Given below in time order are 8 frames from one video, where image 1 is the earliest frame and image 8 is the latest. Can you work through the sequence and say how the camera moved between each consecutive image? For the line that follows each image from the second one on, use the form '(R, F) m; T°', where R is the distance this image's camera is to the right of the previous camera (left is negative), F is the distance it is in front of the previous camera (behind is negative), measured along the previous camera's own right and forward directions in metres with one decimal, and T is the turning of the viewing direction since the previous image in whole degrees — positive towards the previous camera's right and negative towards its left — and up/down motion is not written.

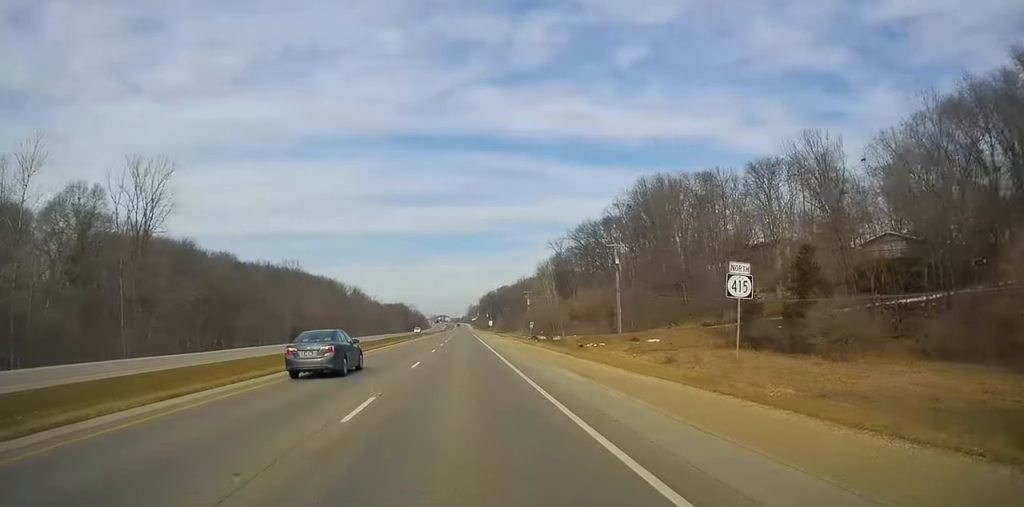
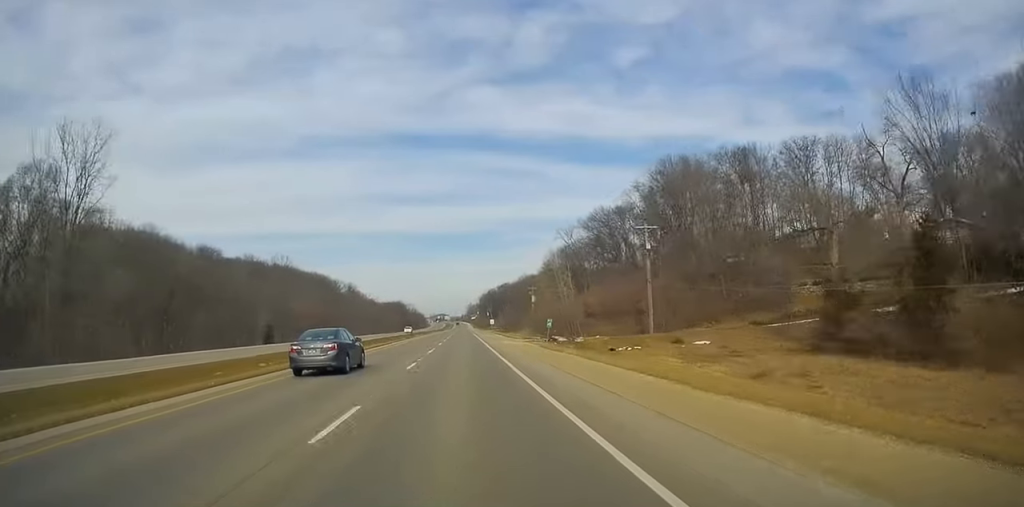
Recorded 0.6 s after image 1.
(0.0, +13.5) m; +1°
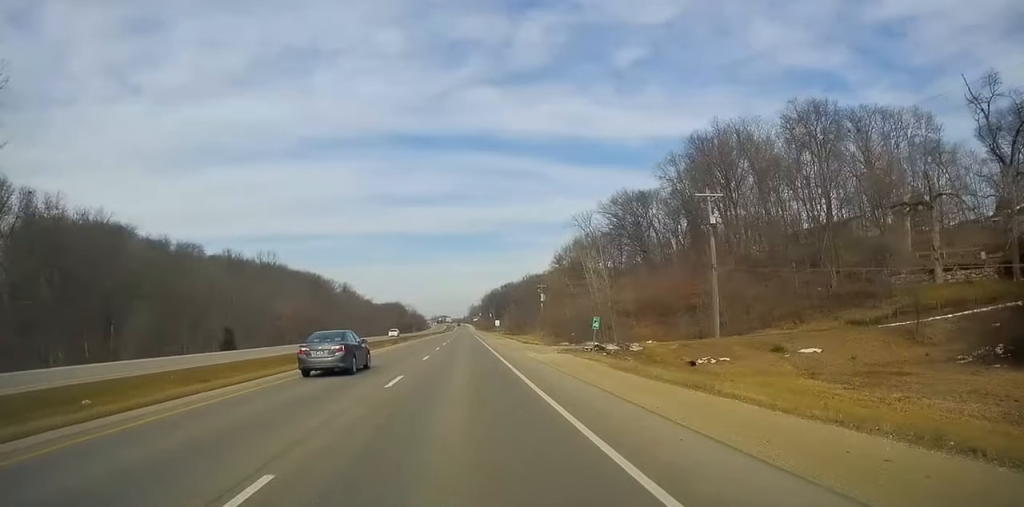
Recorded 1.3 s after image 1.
(+0.5, +17.2) m; +1°
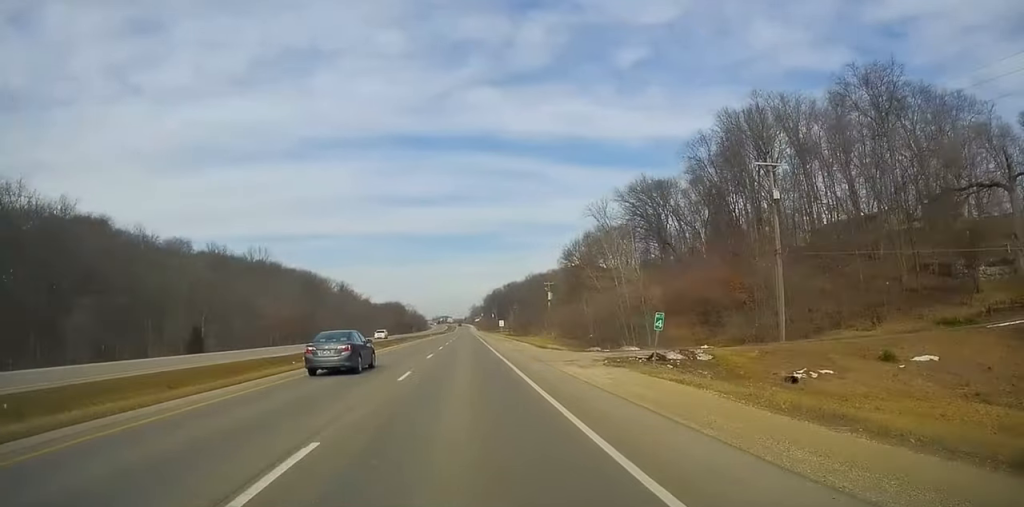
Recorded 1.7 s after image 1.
(-0.2, +10.6) m; -1°
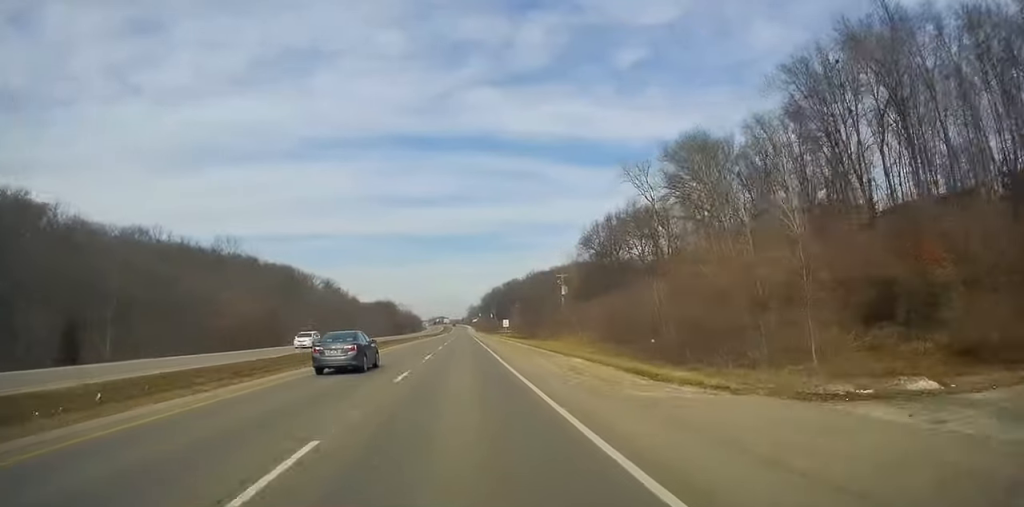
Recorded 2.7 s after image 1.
(-0.4, +24.3) m; -1°
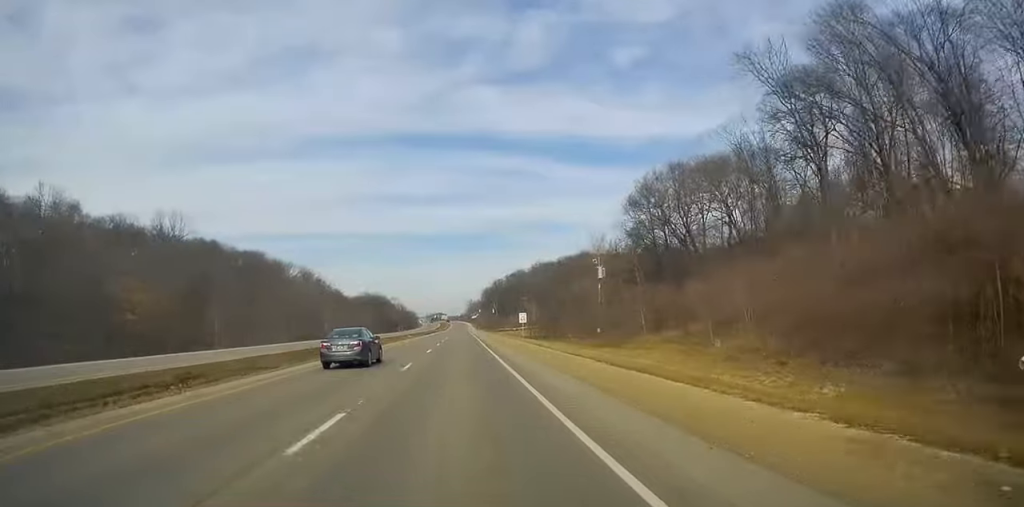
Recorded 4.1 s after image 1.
(+0.5, +34.2) m; +2°
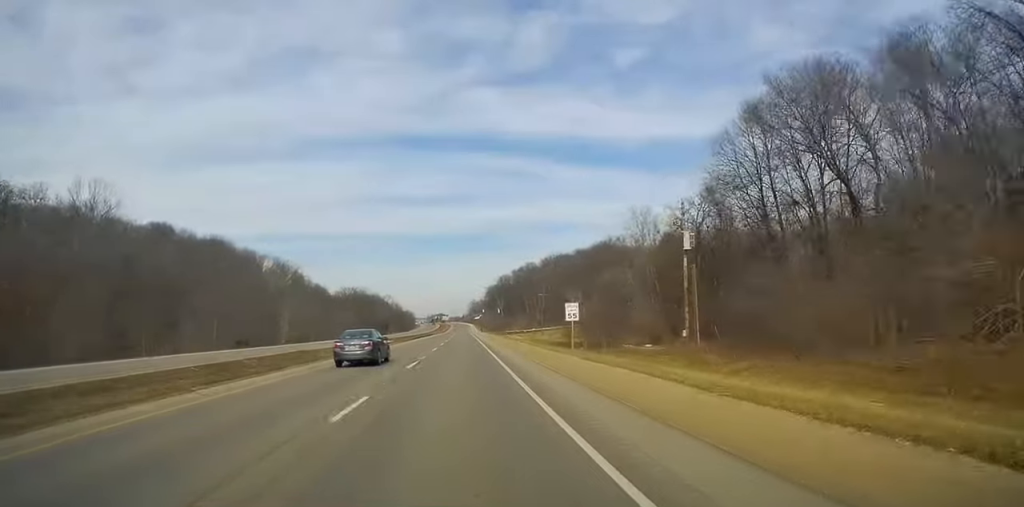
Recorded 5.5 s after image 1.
(-0.1, +34.2) m; -2°
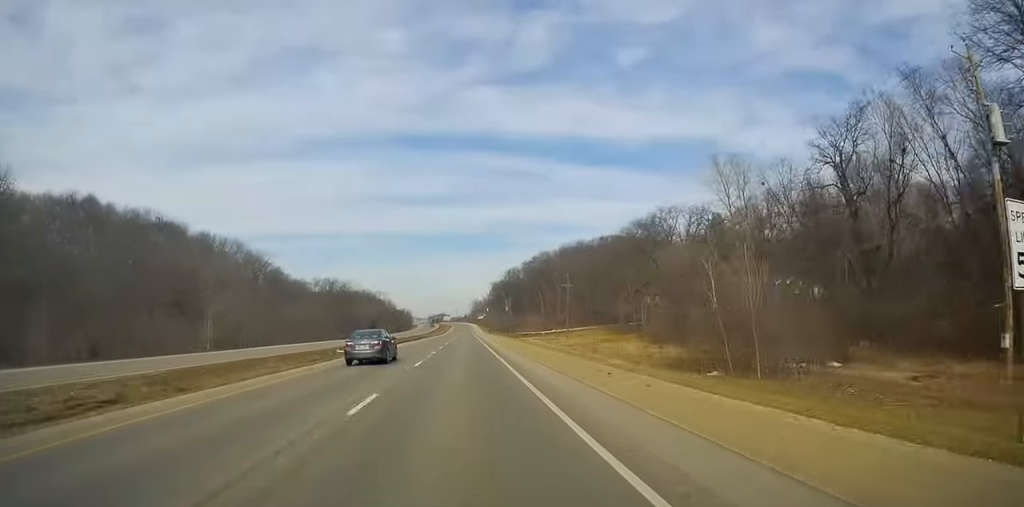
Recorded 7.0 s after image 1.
(-0.5, +35.2) m; +1°
